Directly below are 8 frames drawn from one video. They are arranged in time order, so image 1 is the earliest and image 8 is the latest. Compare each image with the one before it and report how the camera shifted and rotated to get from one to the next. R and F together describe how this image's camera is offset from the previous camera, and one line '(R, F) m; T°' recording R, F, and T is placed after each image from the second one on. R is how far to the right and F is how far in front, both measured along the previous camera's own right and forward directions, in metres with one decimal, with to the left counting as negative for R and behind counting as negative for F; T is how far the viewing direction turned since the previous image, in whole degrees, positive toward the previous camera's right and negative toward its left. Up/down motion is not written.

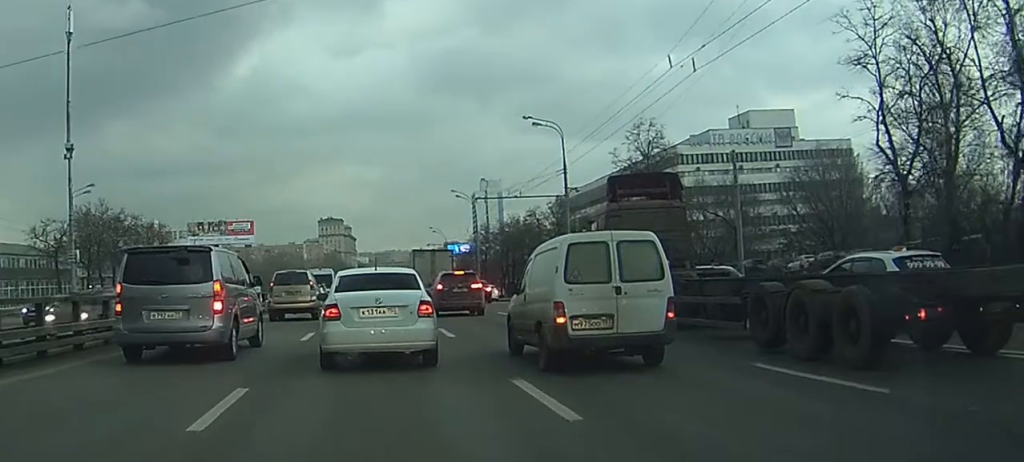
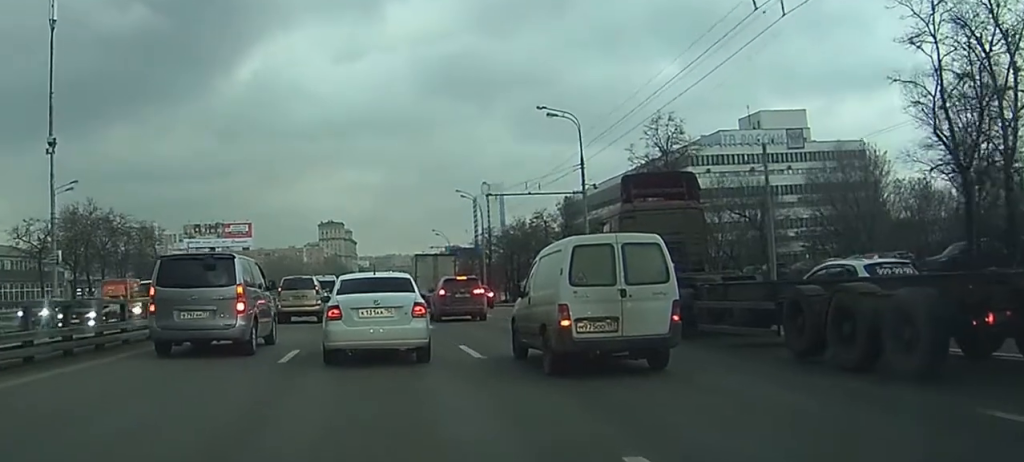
(0.0, +5.1) m; 0°
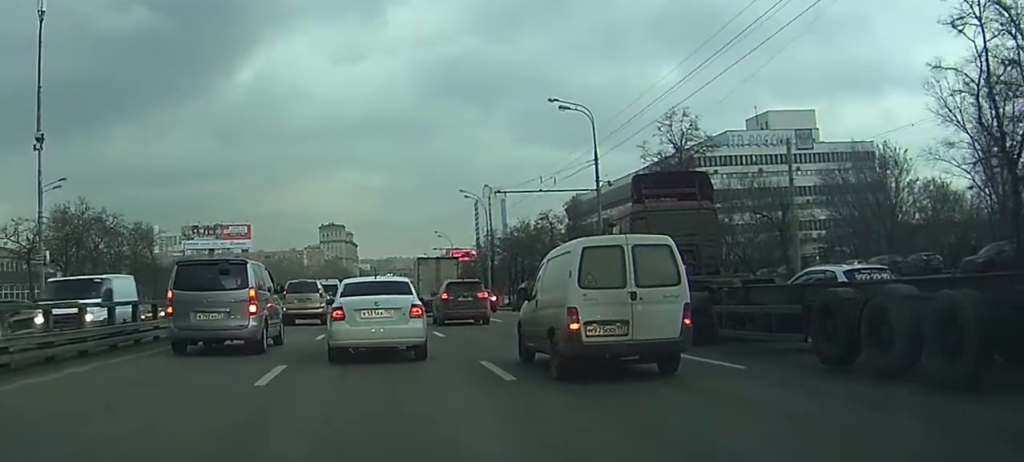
(0.0, +3.4) m; 0°
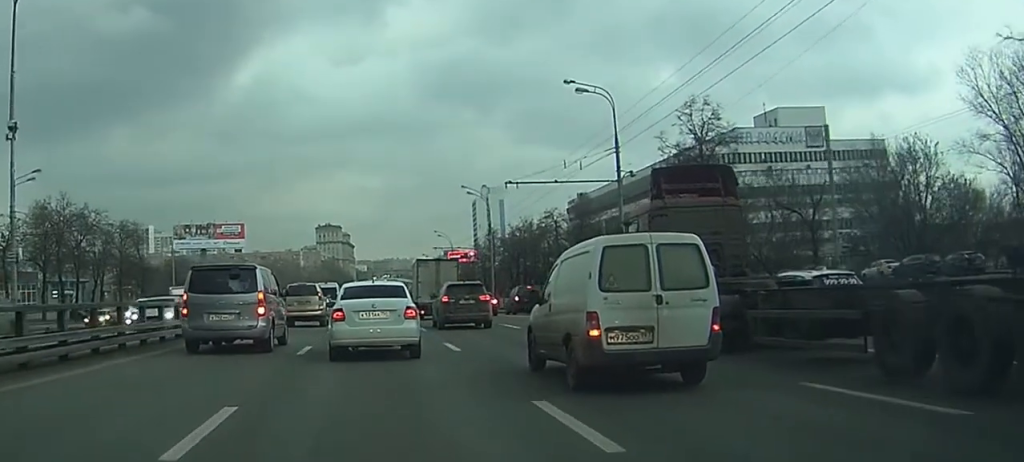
(0.0, +5.1) m; 0°
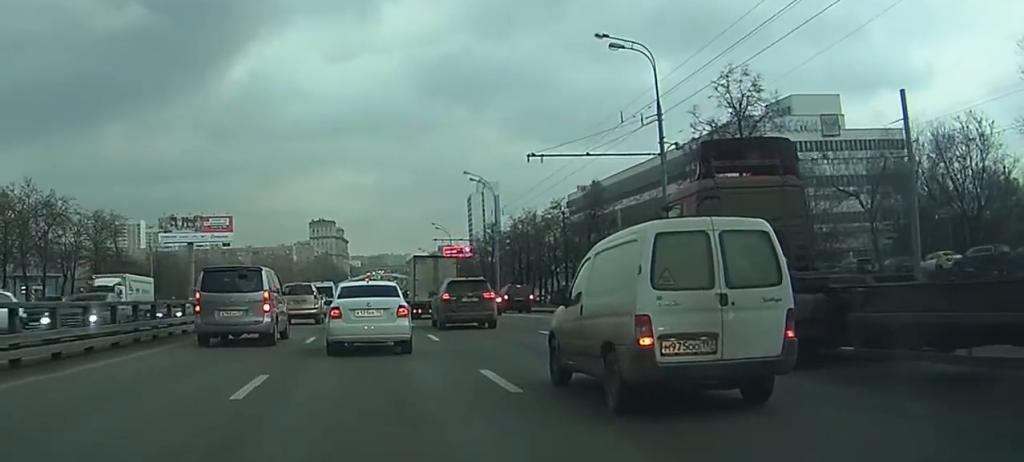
(0.0, +8.0) m; 0°
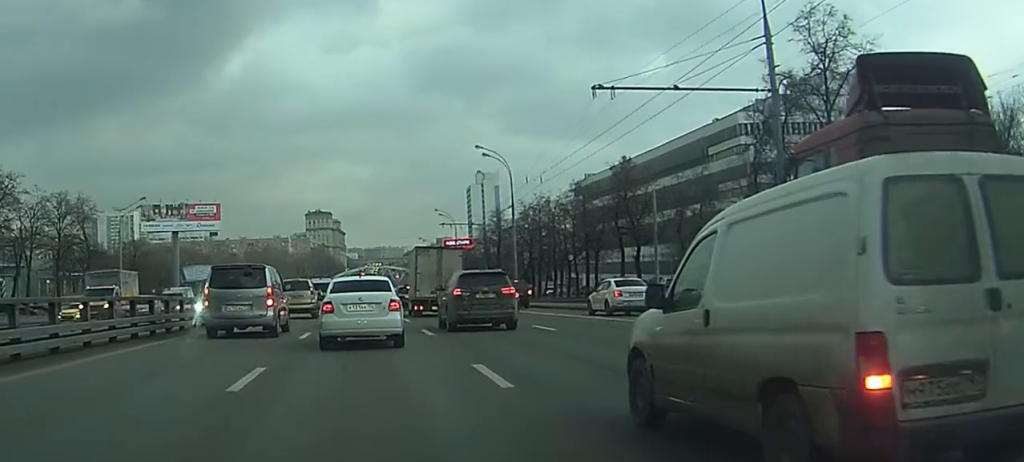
(0.0, +11.2) m; 0°
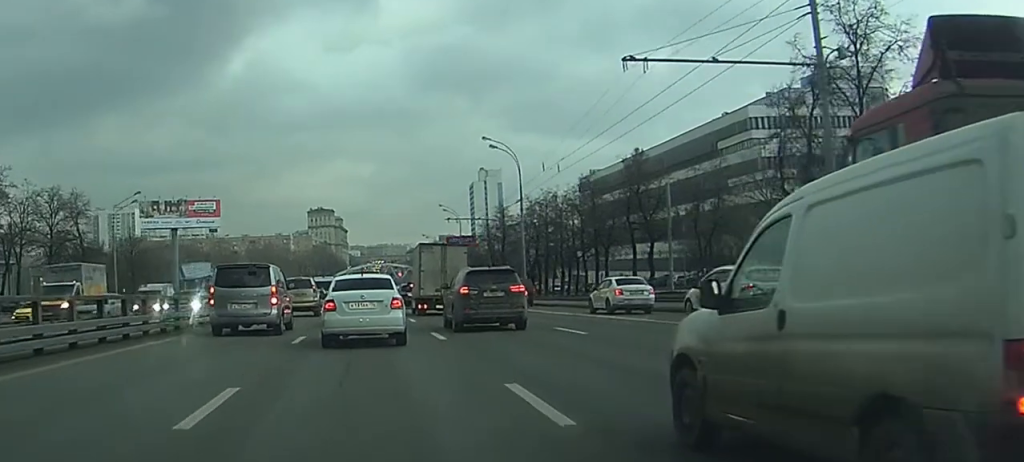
(0.0, +3.0) m; 0°
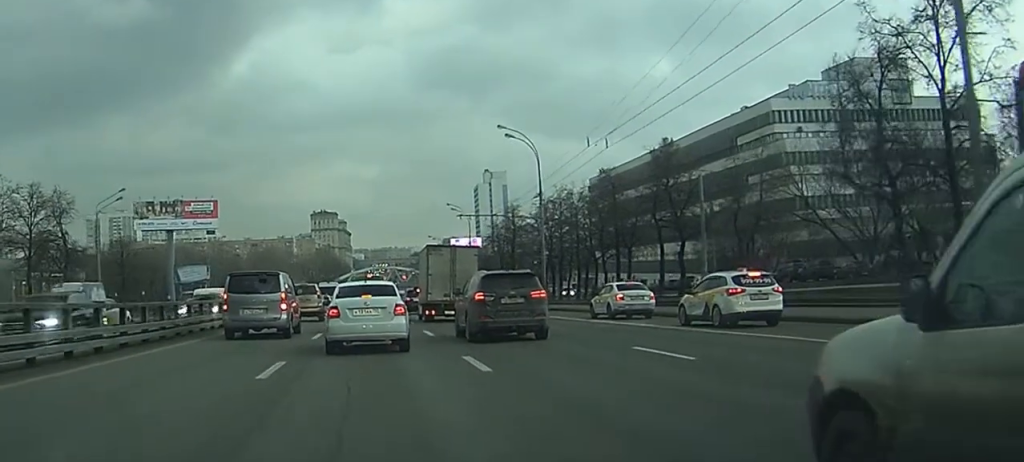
(0.0, +6.6) m; 0°
